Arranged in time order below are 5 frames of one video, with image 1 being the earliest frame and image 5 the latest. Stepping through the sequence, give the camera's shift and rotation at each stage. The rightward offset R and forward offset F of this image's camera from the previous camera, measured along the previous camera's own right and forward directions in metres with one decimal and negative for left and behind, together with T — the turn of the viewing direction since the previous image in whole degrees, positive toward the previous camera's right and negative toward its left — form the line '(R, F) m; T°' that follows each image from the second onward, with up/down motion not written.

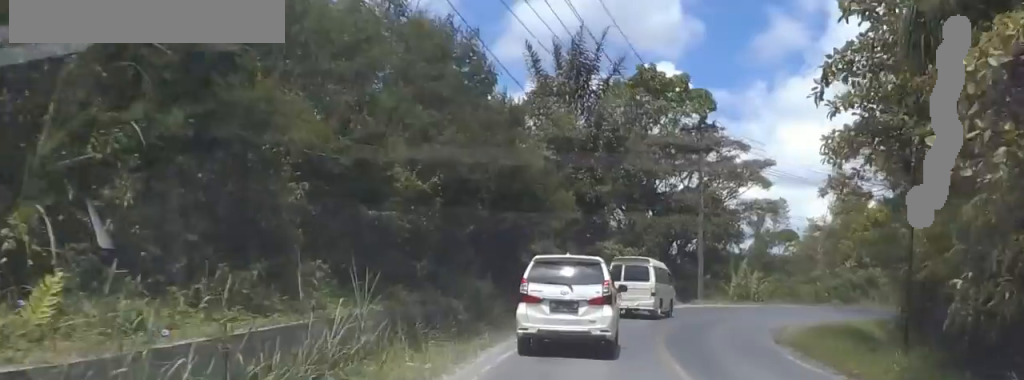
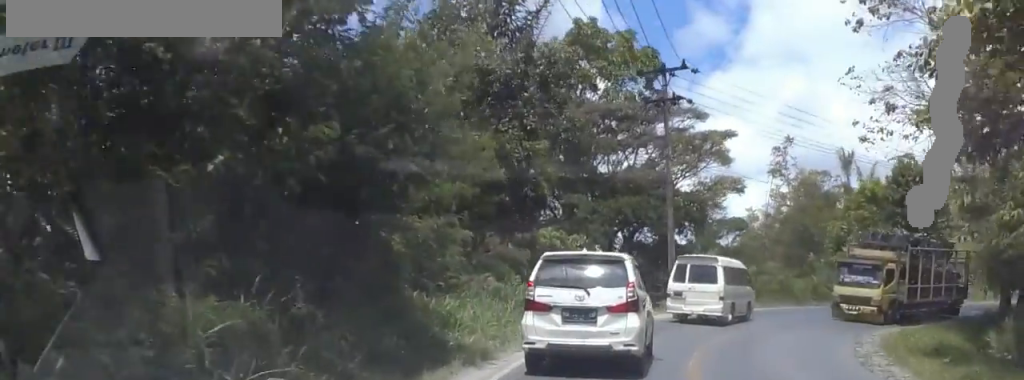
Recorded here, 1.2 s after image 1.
(+0.3, +14.3) m; +4°
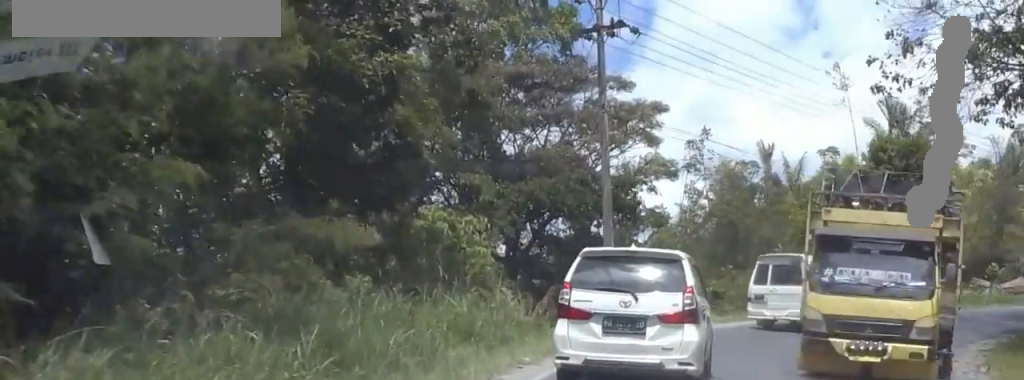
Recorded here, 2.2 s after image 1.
(+0.6, +11.9) m; +9°
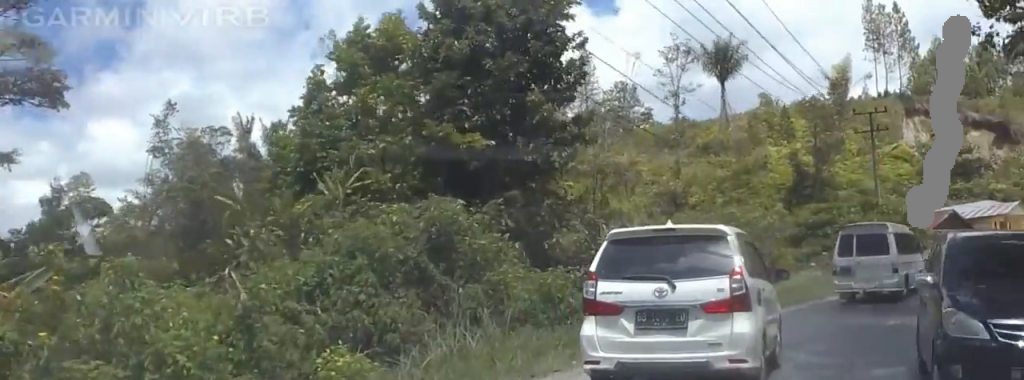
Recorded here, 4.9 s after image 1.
(+5.8, +27.0) m; +27°
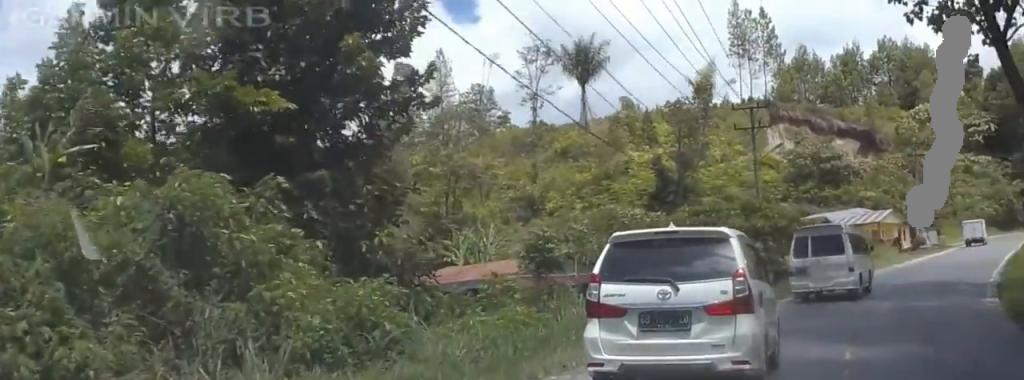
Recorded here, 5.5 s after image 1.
(+0.3, +5.4) m; +12°
